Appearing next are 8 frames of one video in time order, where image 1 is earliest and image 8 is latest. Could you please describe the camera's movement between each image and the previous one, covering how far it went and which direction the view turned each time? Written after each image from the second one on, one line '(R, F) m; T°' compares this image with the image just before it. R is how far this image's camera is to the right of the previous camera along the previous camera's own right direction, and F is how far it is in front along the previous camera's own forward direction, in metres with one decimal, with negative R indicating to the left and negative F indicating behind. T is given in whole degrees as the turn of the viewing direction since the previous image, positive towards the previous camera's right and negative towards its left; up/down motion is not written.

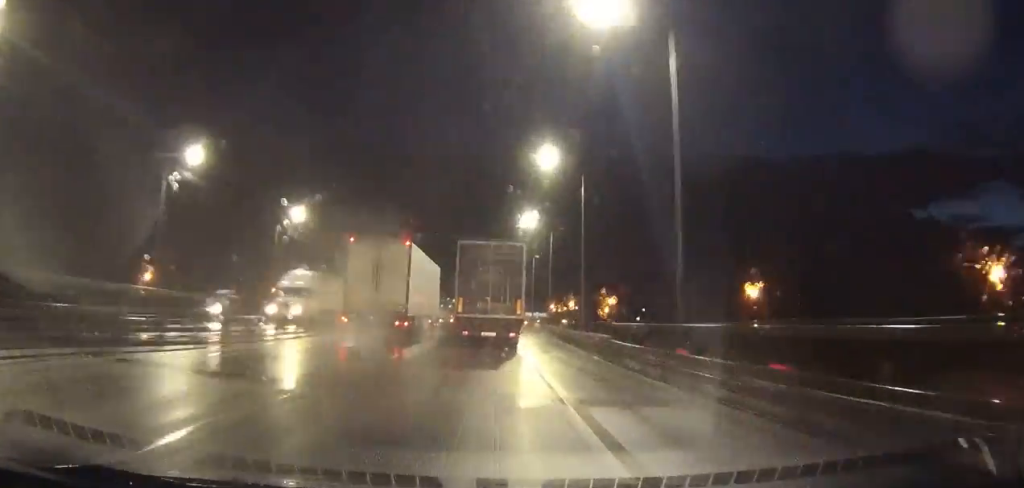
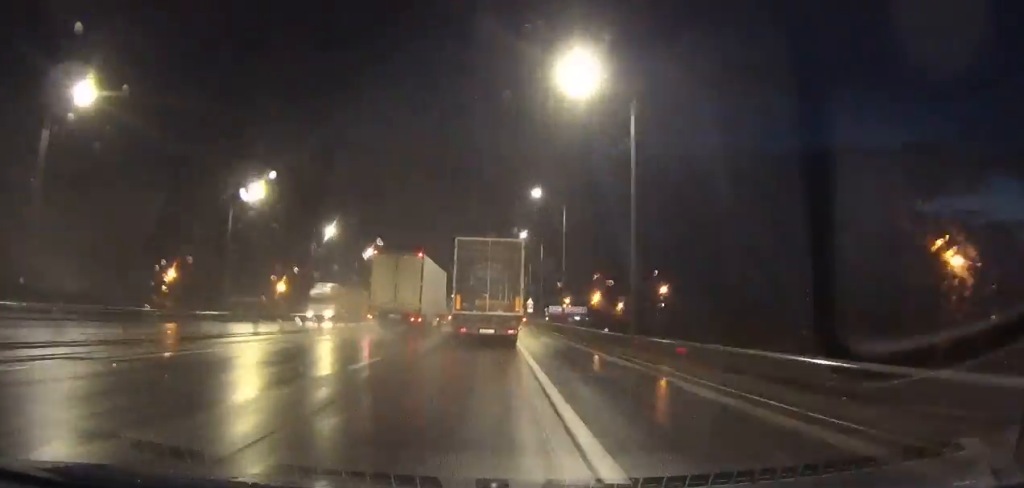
(0.0, +38.8) m; 0°
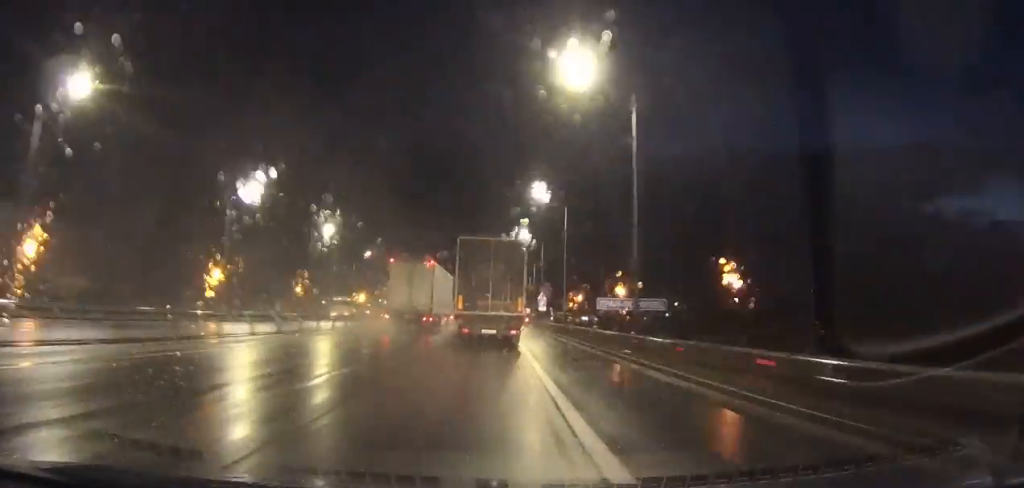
(0.0, +27.4) m; 0°
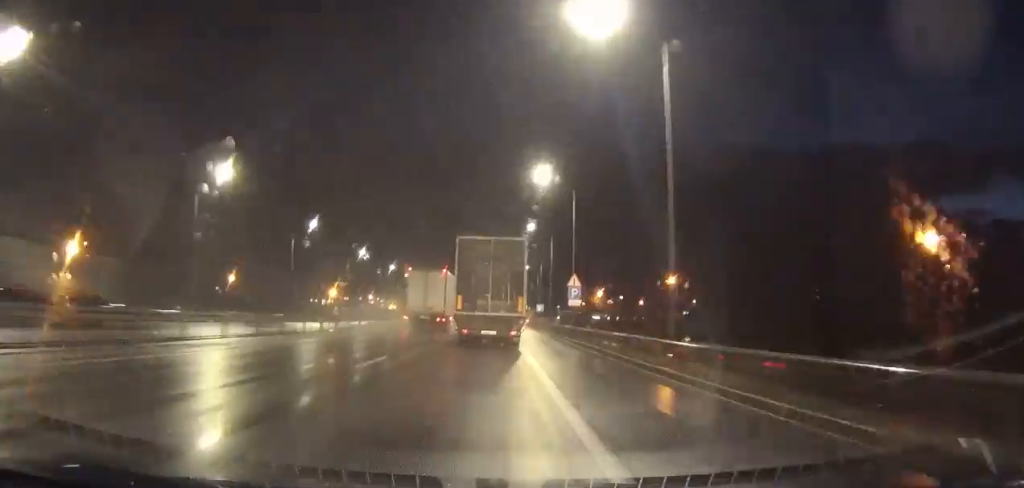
(0.0, +33.4) m; 0°
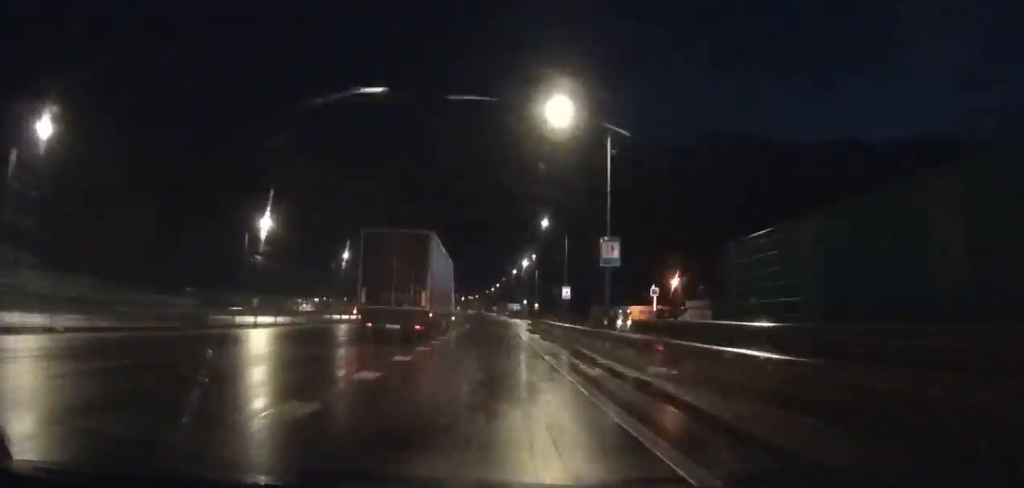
(+3.4, +183.4) m; +1°
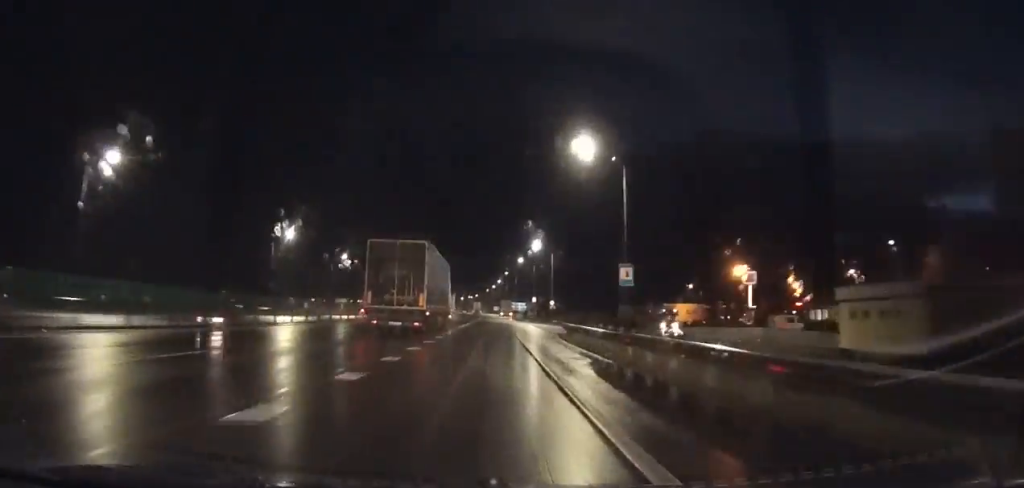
(-0.2, +29.6) m; 0°
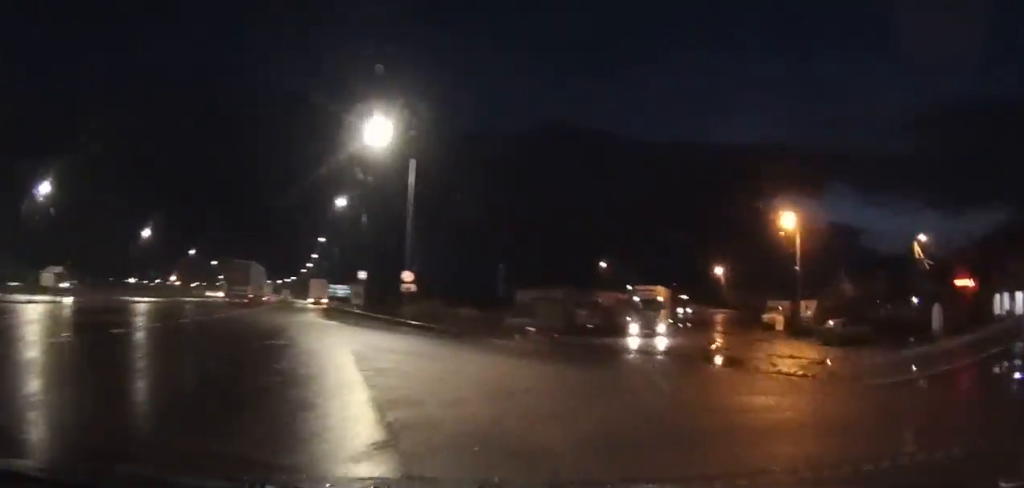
(+2.1, +46.8) m; +13°
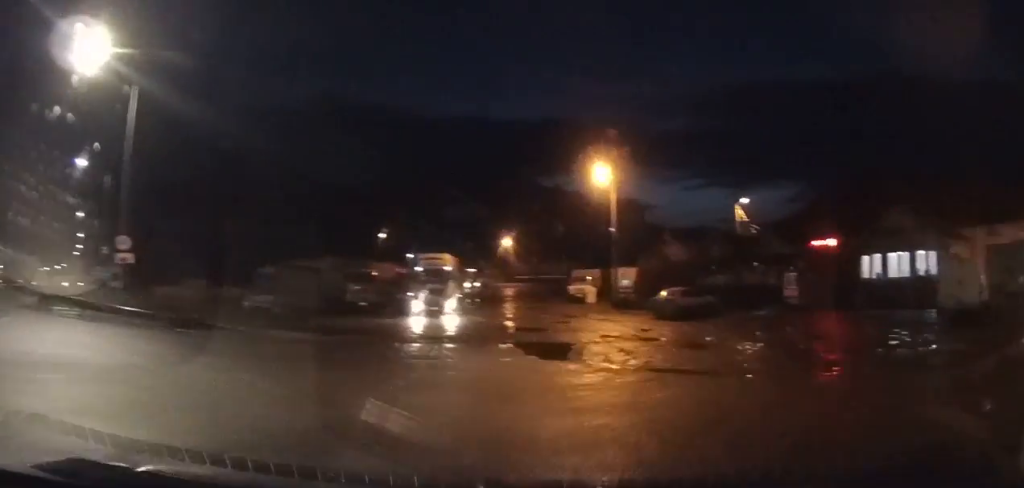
(-0.1, +12.5) m; +10°
